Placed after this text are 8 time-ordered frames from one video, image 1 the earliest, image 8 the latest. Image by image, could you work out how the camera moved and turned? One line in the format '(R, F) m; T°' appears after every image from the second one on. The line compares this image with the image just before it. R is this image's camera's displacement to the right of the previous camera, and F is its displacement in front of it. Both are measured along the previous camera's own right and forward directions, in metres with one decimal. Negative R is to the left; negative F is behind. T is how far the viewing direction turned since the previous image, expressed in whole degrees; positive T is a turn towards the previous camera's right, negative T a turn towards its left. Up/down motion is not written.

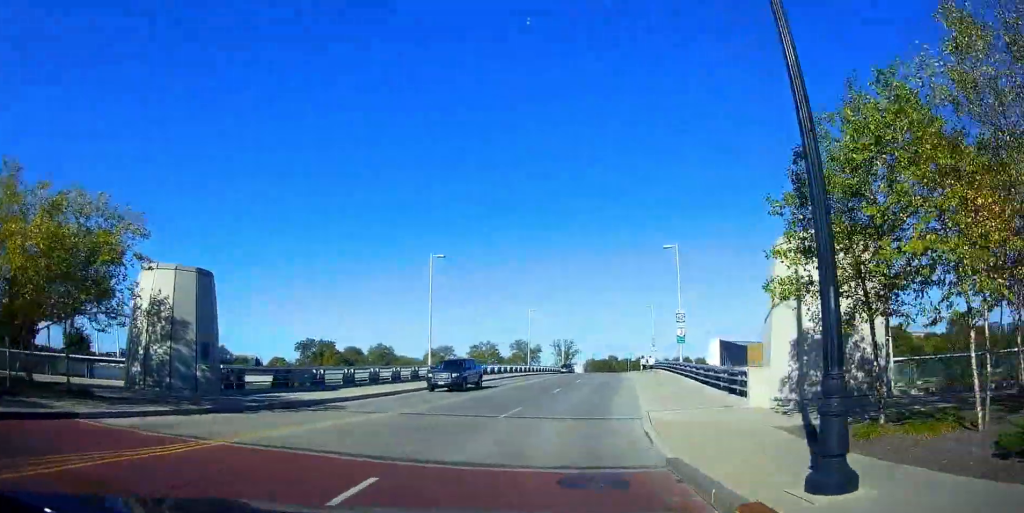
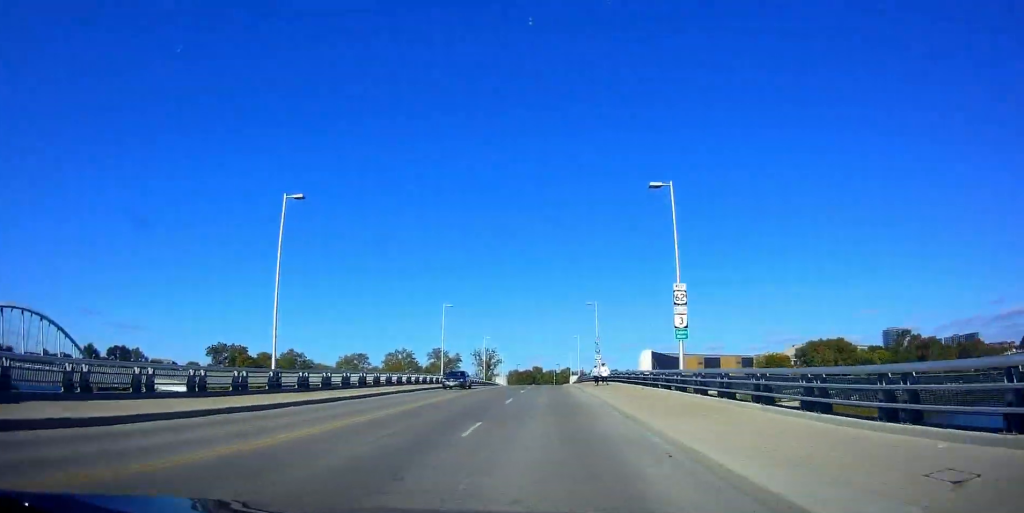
(+0.1, +14.1) m; +4°
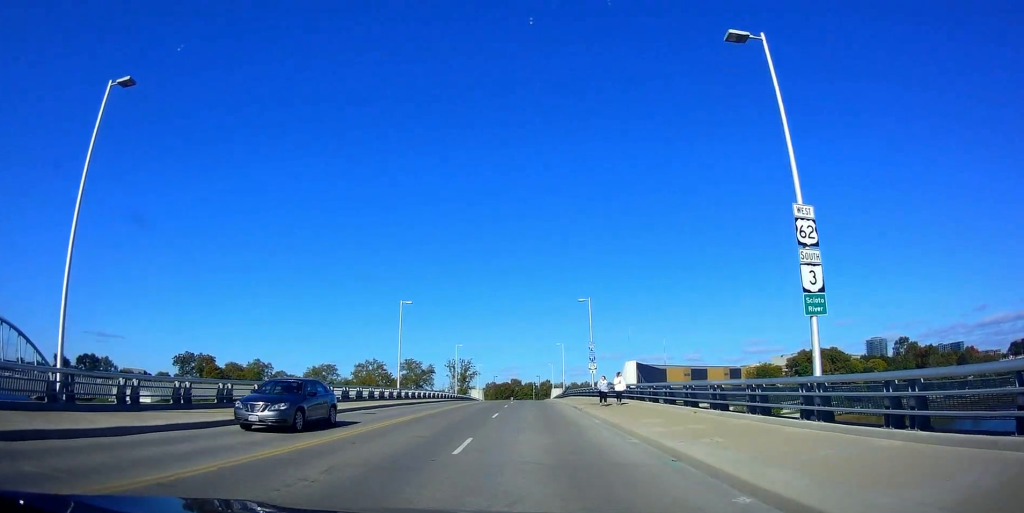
(+0.8, +12.3) m; +5°
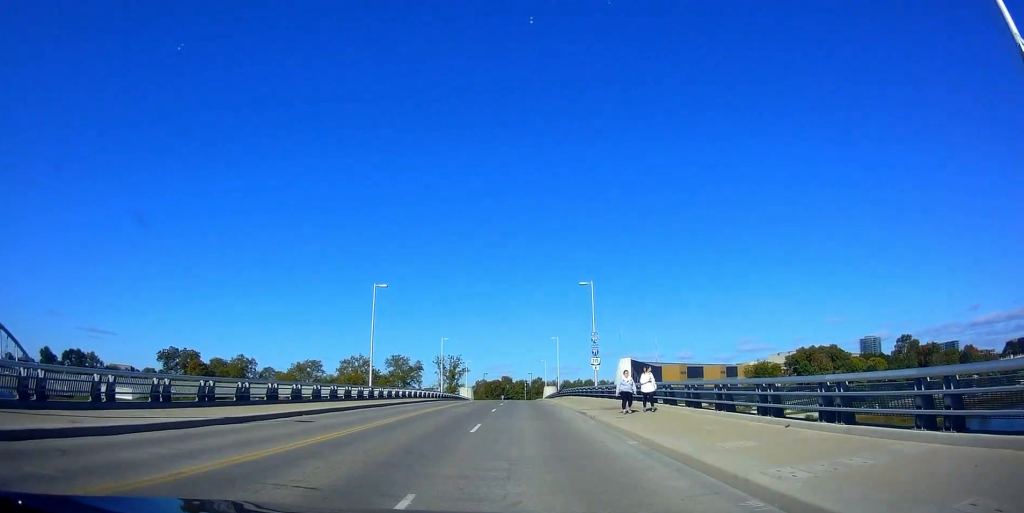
(0.0, +7.0) m; +2°
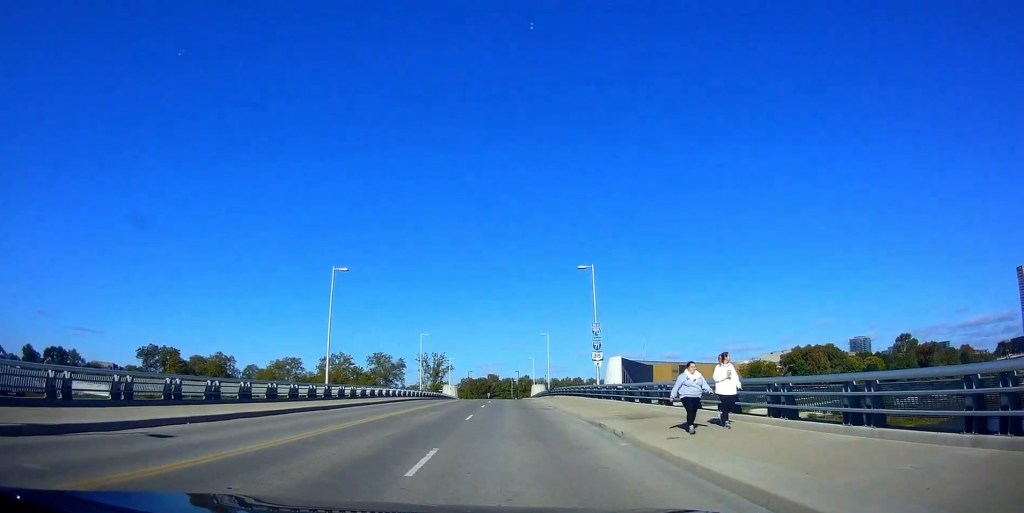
(+0.3, +7.6) m; +2°
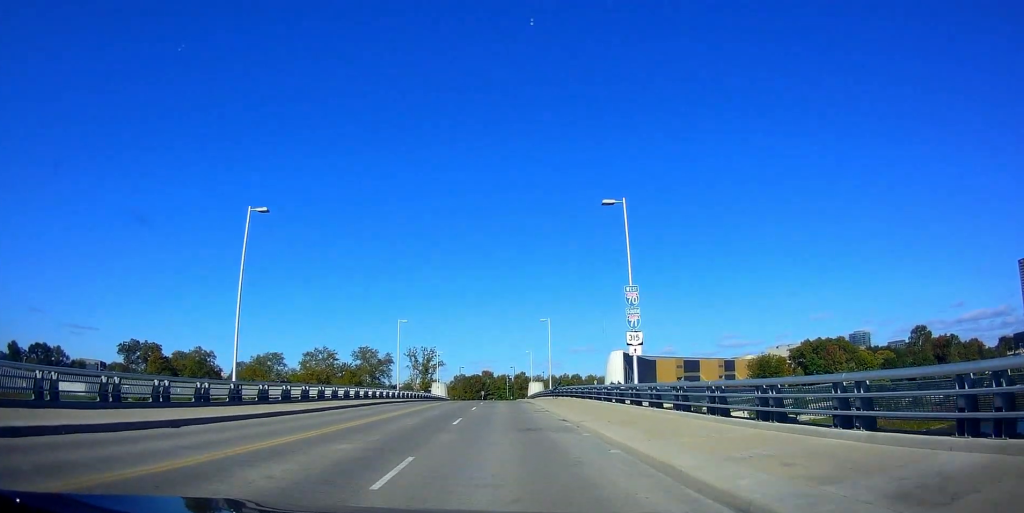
(0.0, +12.2) m; -1°
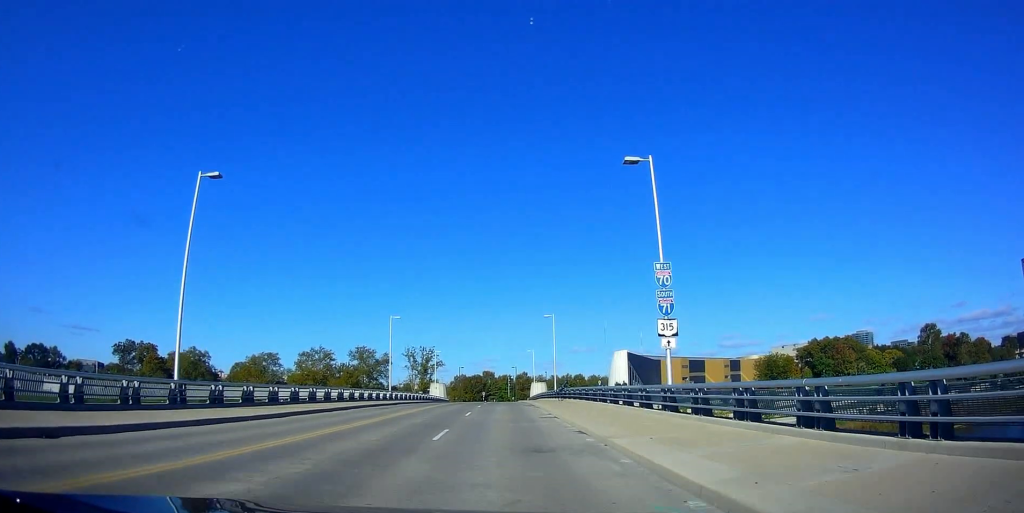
(-0.1, +4.8) m; 0°
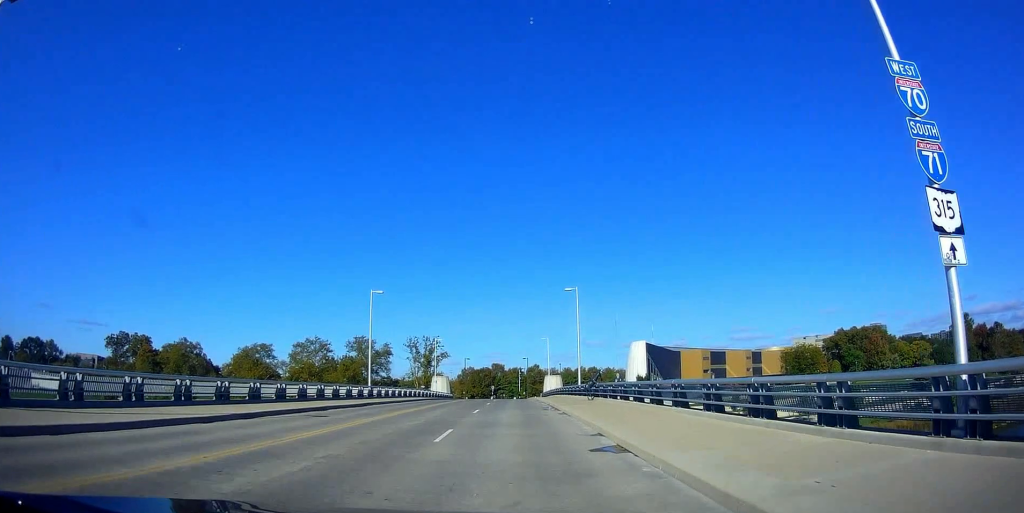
(-0.1, +12.5) m; +1°
